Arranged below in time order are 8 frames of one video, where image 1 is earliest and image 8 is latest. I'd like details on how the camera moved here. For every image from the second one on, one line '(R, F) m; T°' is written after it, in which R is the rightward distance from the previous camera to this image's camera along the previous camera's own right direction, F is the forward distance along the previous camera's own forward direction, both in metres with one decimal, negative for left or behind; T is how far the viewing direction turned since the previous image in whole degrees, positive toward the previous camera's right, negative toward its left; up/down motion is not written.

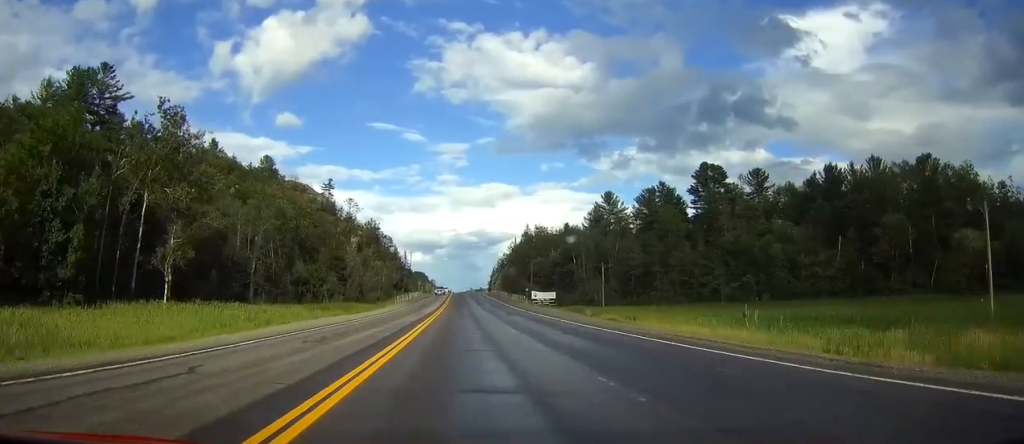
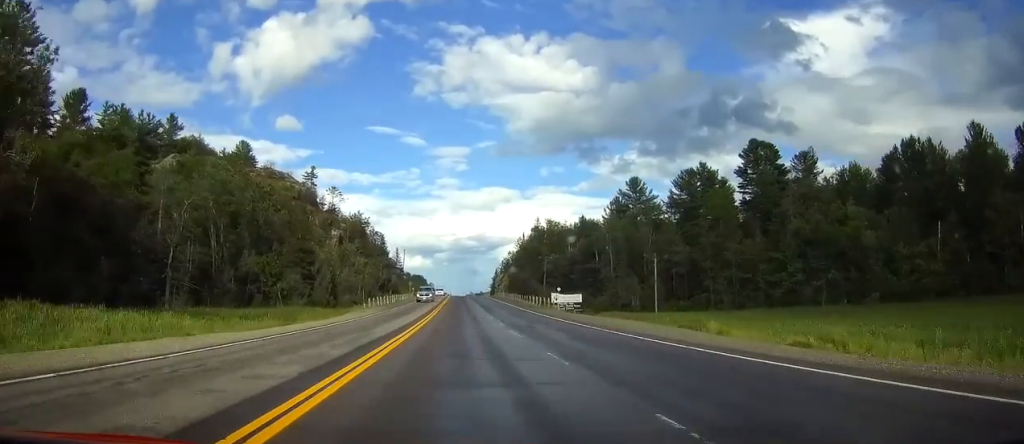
(-0.1, +30.8) m; 0°
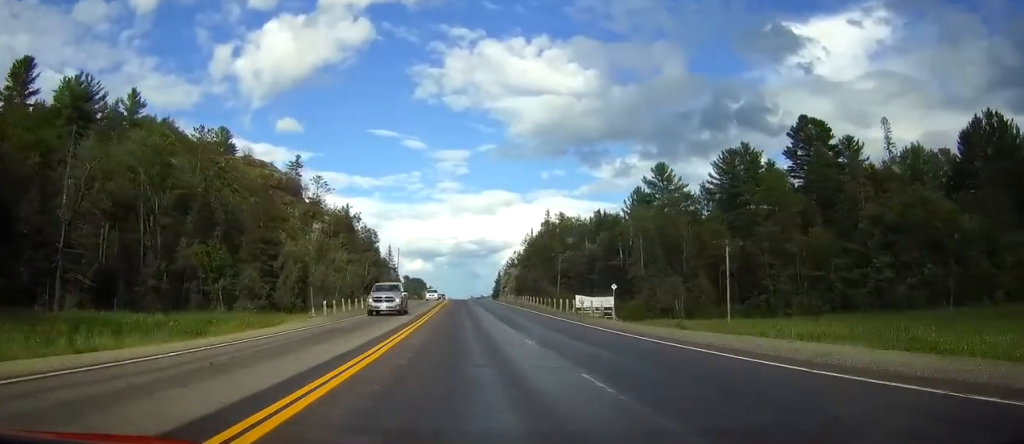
(0.0, +22.8) m; 0°
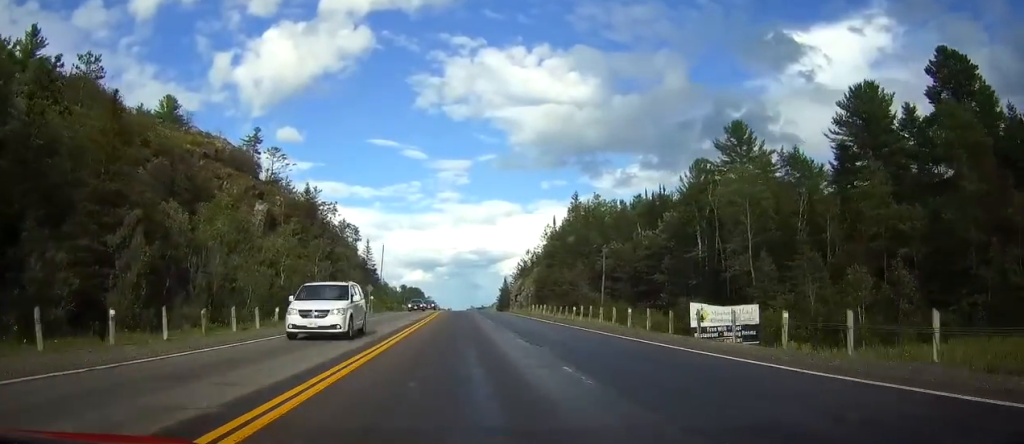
(0.0, +43.8) m; 0°
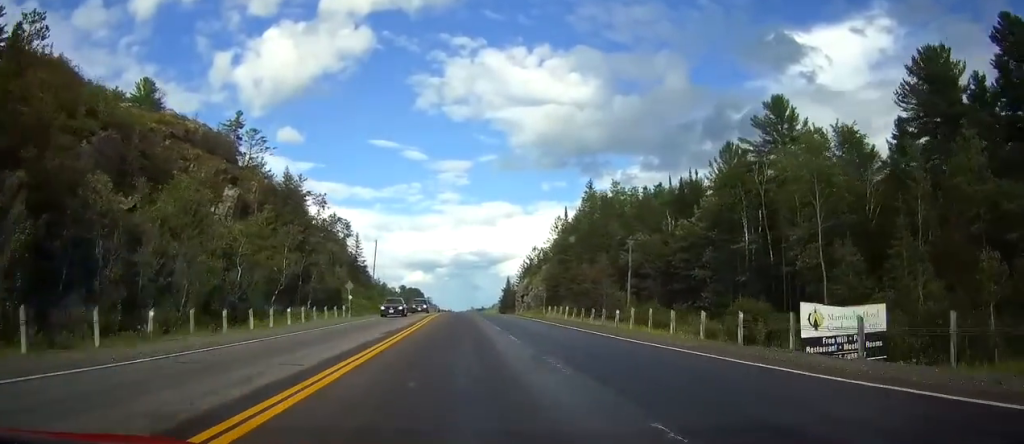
(0.0, +15.0) m; 0°
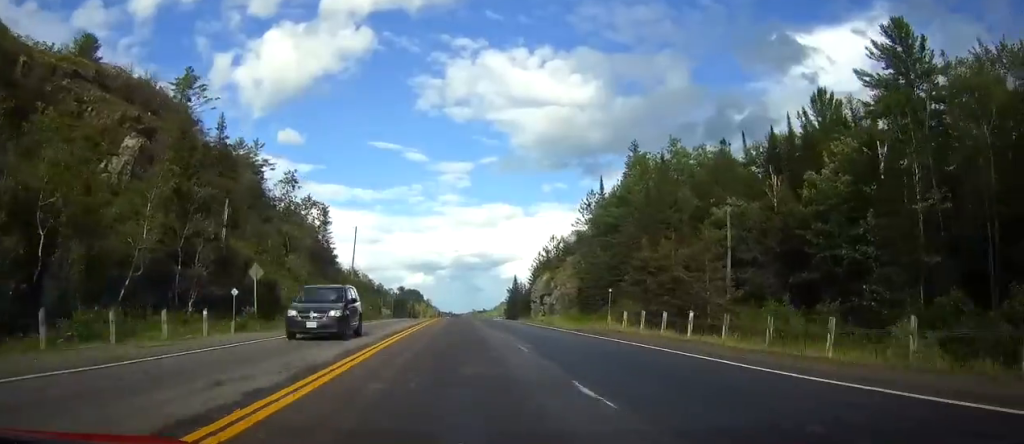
(0.0, +31.0) m; 0°
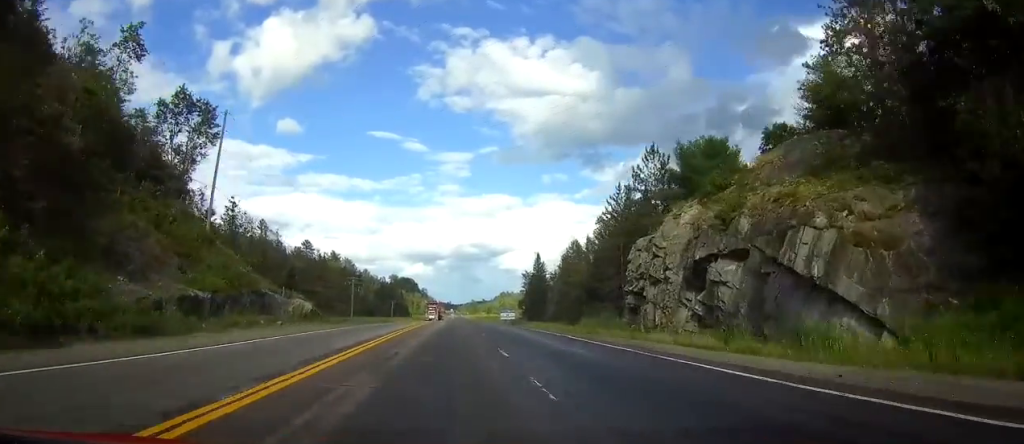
(0.0, +69.7) m; 0°
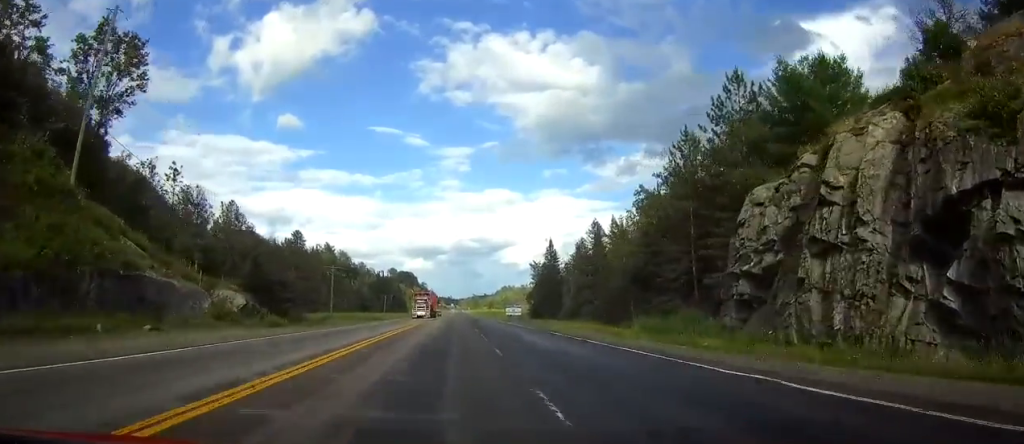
(0.0, +20.4) m; 0°
